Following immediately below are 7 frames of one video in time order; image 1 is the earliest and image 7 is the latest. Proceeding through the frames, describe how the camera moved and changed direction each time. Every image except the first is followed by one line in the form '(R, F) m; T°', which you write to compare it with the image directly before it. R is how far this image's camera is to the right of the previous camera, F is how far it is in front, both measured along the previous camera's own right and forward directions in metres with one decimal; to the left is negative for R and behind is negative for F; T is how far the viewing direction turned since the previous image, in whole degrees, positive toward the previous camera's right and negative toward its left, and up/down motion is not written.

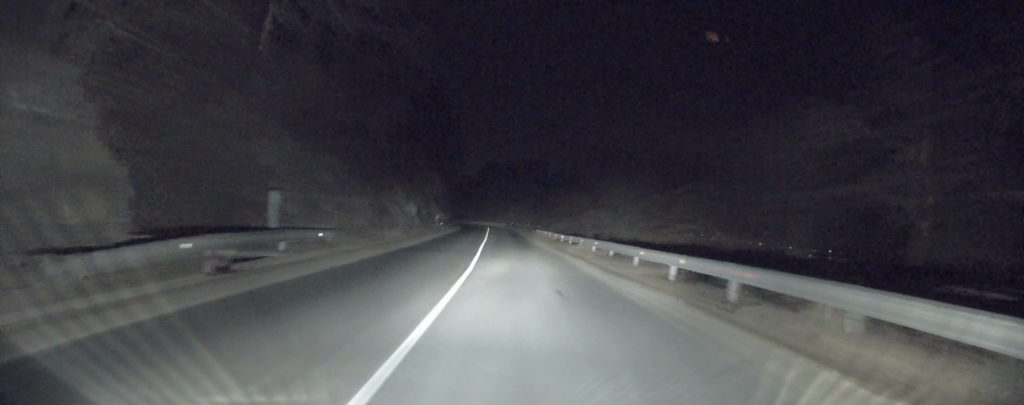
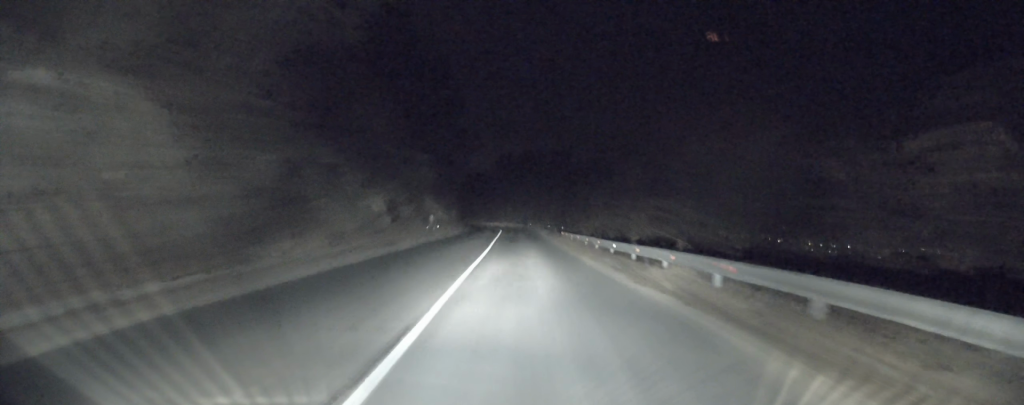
(-0.1, +15.5) m; 0°
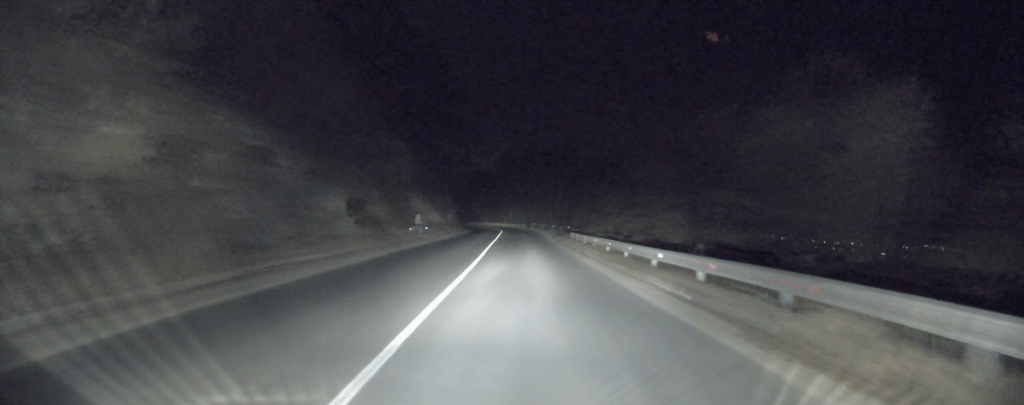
(+0.1, +7.3) m; 0°
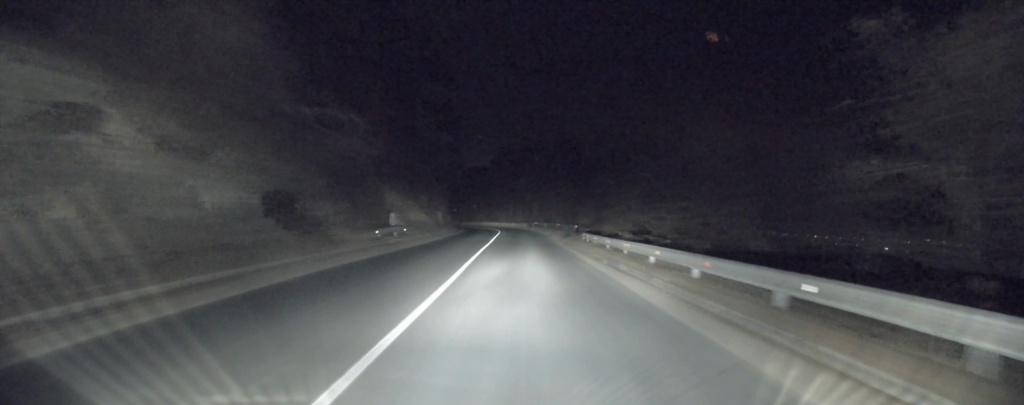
(+0.1, +8.3) m; 0°
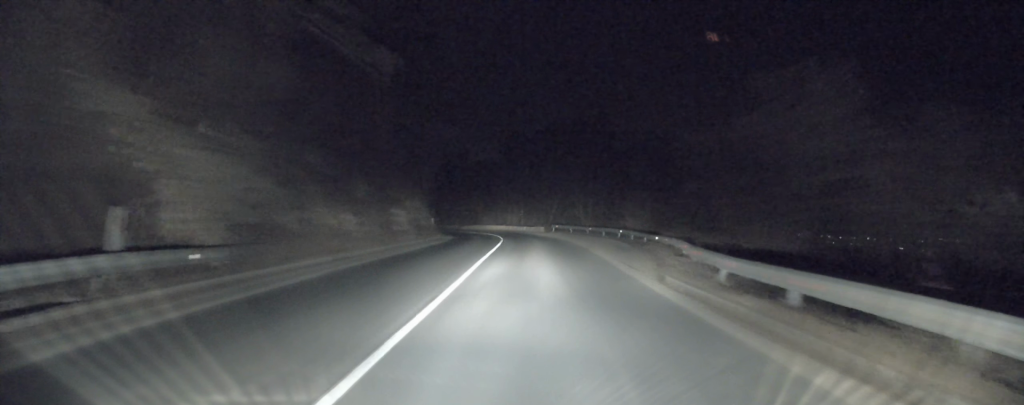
(-0.6, +23.4) m; -1°
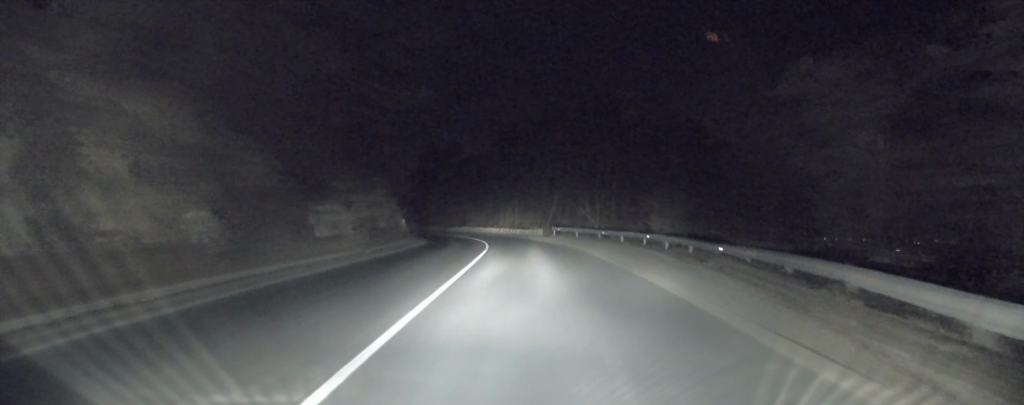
(+0.1, +11.0) m; 0°
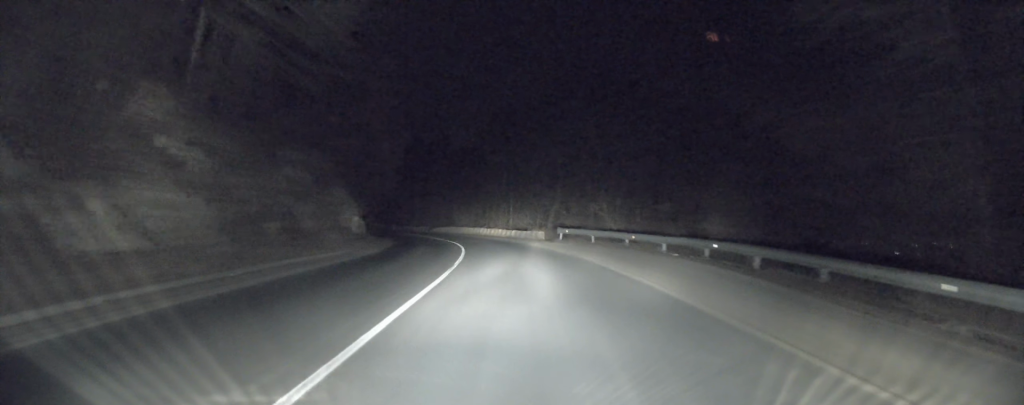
(0.0, +11.8) m; -1°
